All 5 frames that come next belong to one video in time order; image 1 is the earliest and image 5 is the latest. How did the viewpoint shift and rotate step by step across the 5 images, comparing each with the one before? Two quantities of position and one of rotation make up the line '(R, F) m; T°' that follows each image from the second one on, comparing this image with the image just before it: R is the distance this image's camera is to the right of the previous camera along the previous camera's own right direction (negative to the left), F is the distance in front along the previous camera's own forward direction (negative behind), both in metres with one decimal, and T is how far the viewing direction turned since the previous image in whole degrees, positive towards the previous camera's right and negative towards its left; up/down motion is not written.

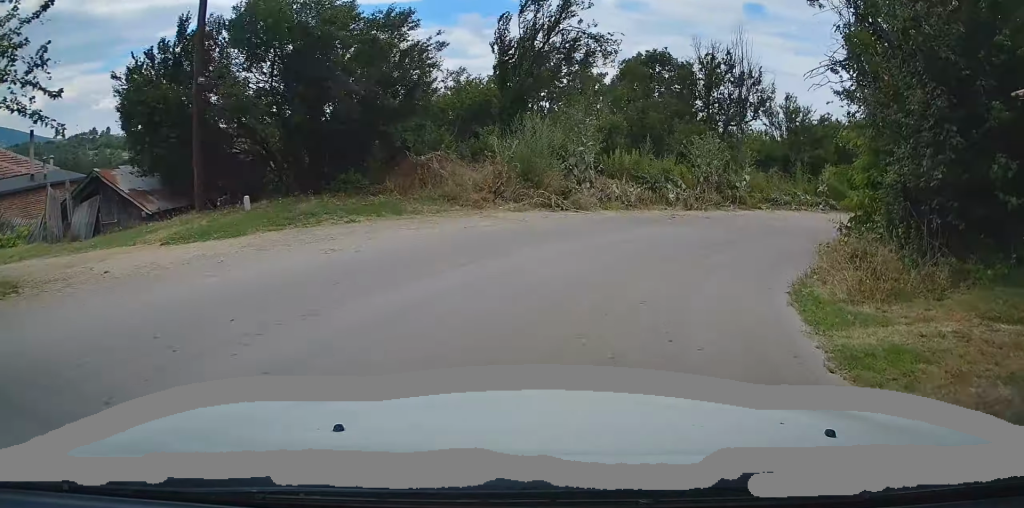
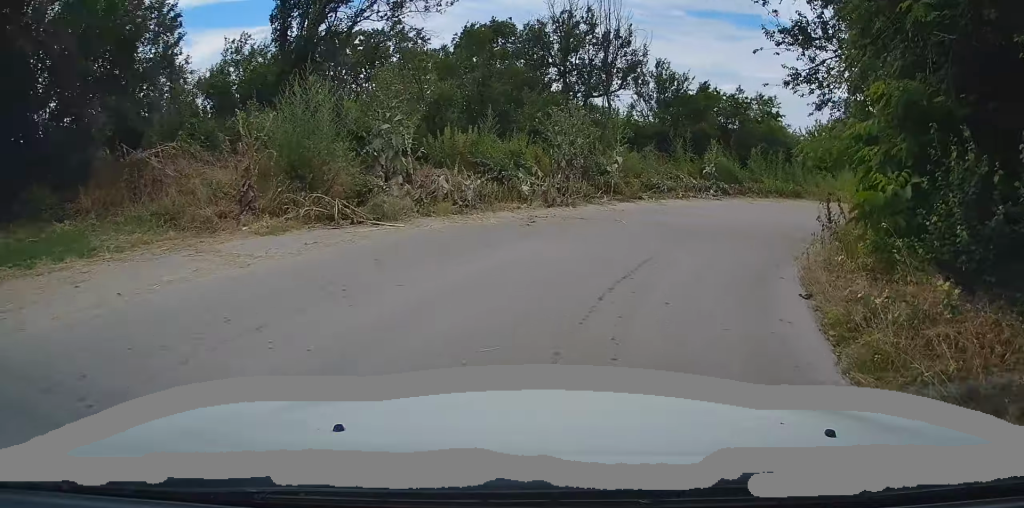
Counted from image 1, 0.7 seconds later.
(+0.9, +5.6) m; +15°
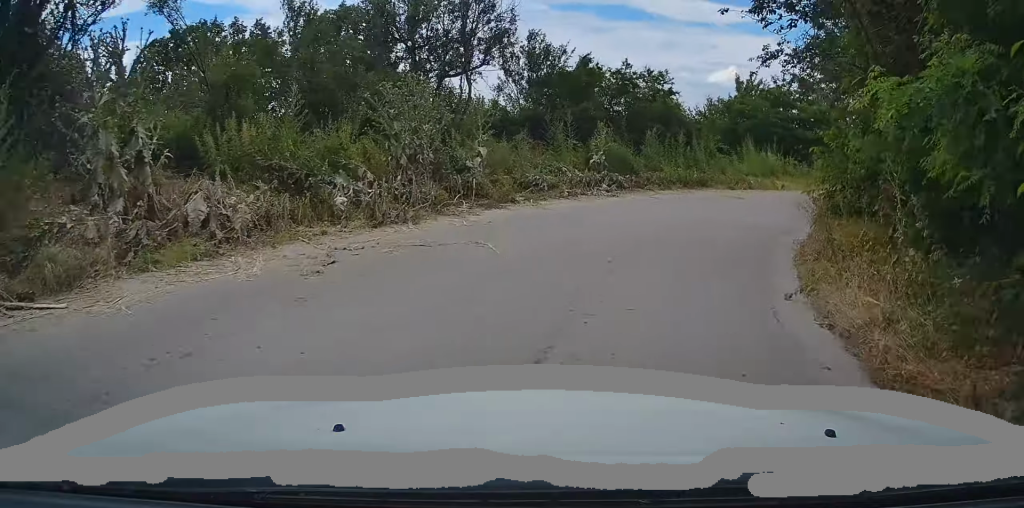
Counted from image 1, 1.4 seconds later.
(+0.7, +5.0) m; +12°
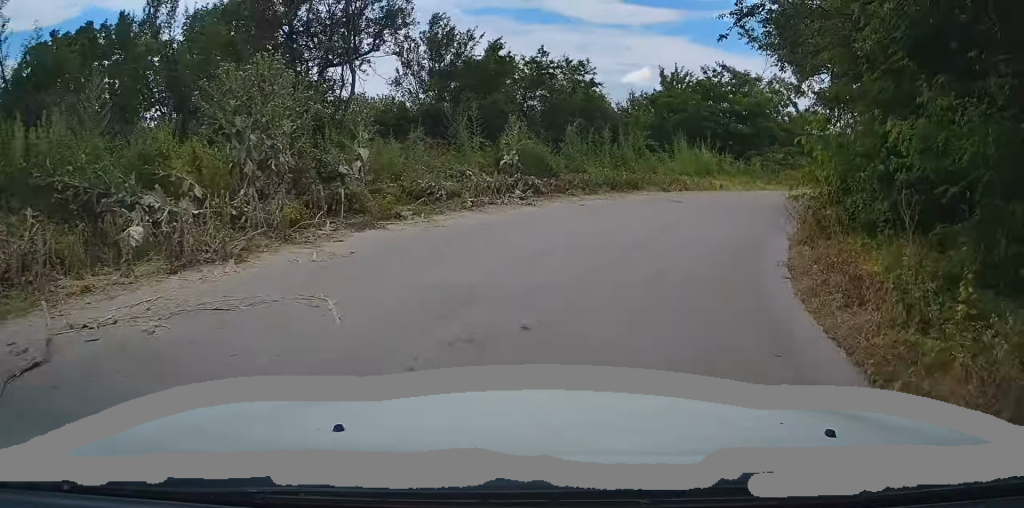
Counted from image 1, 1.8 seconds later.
(+0.2, +3.5) m; +6°
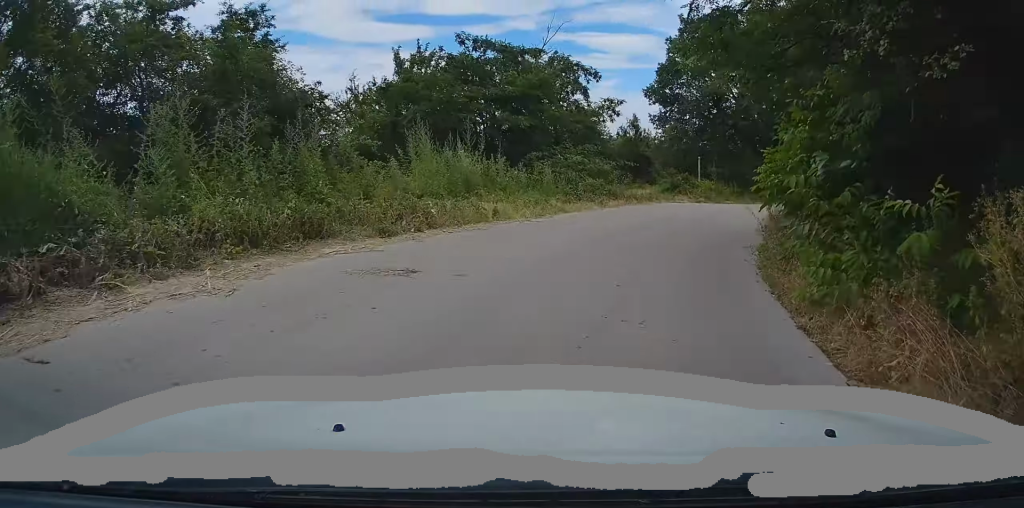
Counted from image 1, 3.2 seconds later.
(+1.8, +11.5) m; +22°
